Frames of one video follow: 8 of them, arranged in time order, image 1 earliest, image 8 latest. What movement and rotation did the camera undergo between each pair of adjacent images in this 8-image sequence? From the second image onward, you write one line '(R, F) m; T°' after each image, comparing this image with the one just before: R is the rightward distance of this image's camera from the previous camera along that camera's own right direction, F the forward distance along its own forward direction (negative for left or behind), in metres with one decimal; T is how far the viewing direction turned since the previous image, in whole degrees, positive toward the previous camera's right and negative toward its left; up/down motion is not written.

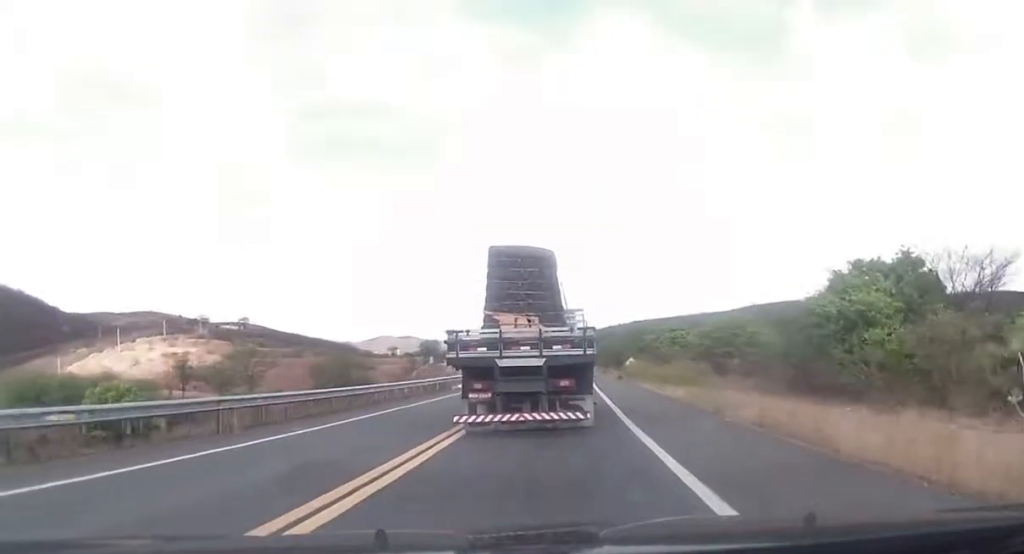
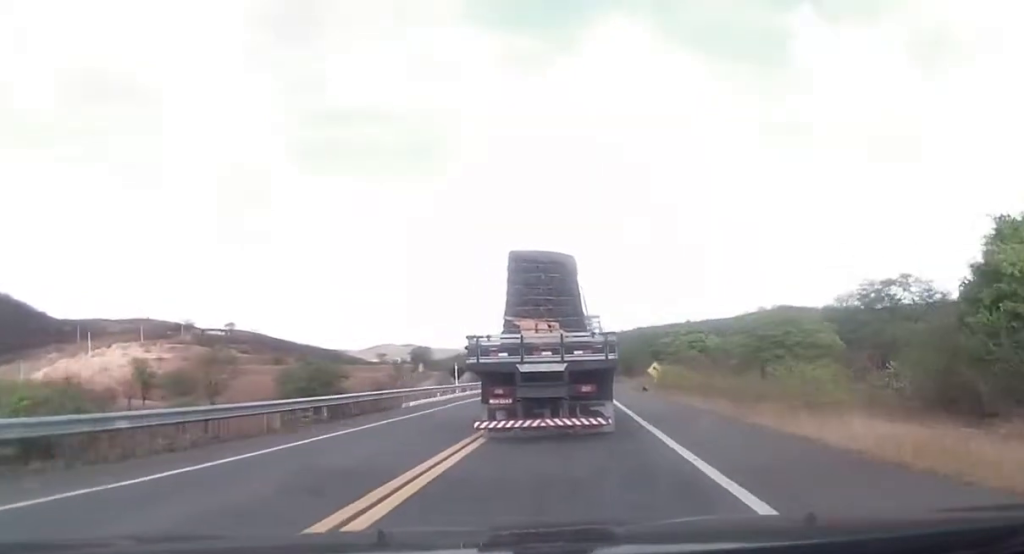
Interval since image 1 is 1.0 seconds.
(0.0, +17.3) m; +1°
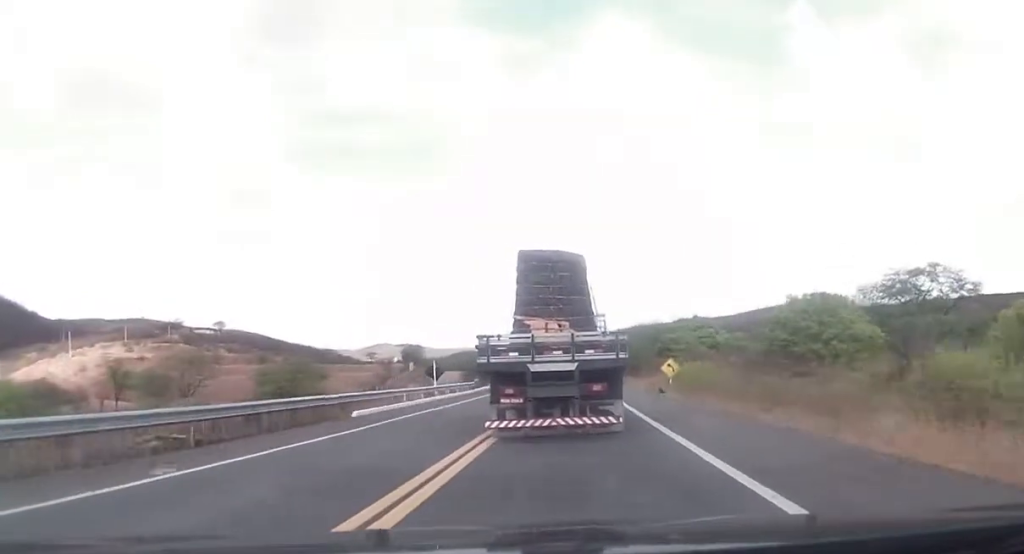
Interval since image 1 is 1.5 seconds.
(-0.2, +9.0) m; 0°
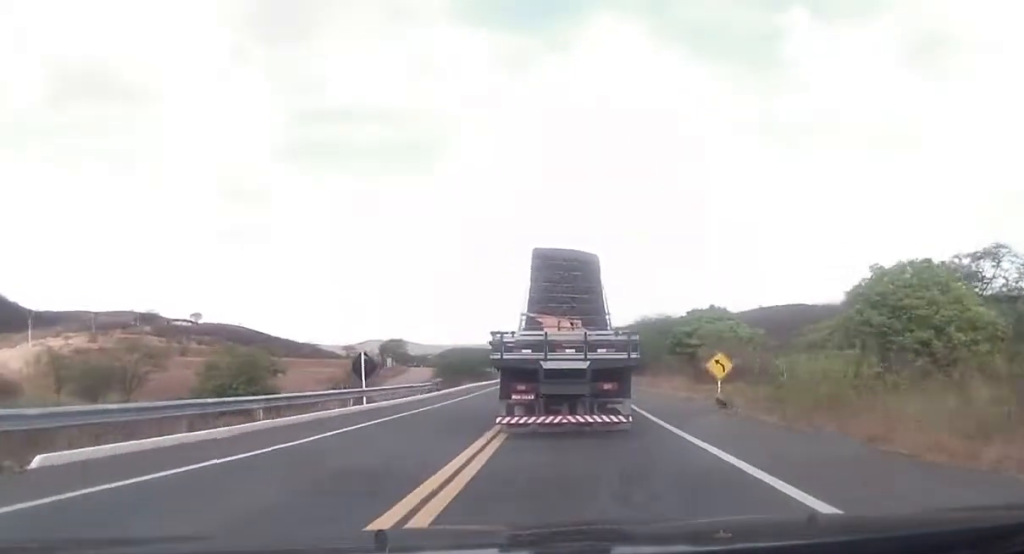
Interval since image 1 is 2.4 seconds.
(+0.5, +16.8) m; 0°
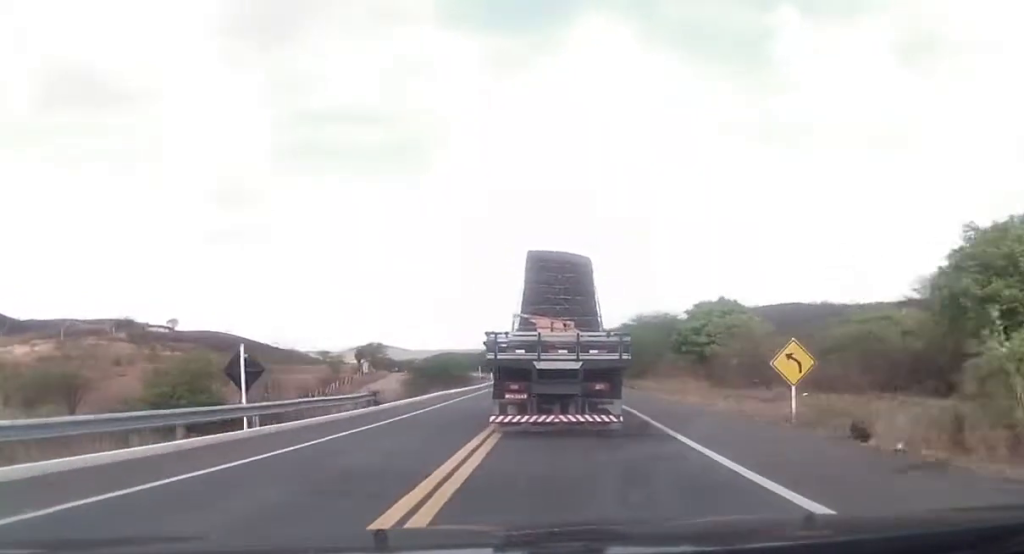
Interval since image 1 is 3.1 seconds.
(-0.4, +11.9) m; 0°
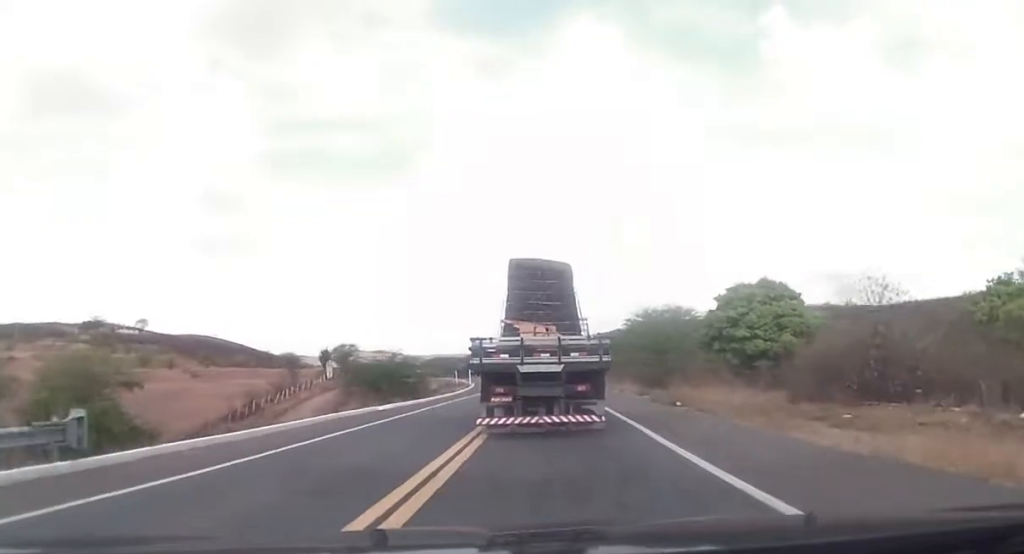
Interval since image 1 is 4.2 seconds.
(+0.3, +20.1) m; +1°
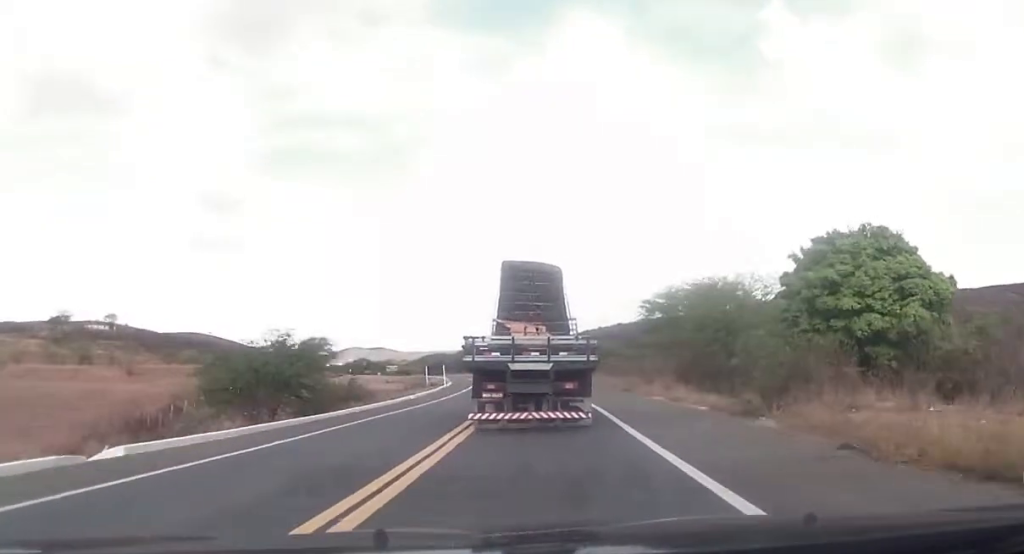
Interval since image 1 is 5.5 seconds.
(0.0, +22.3) m; 0°
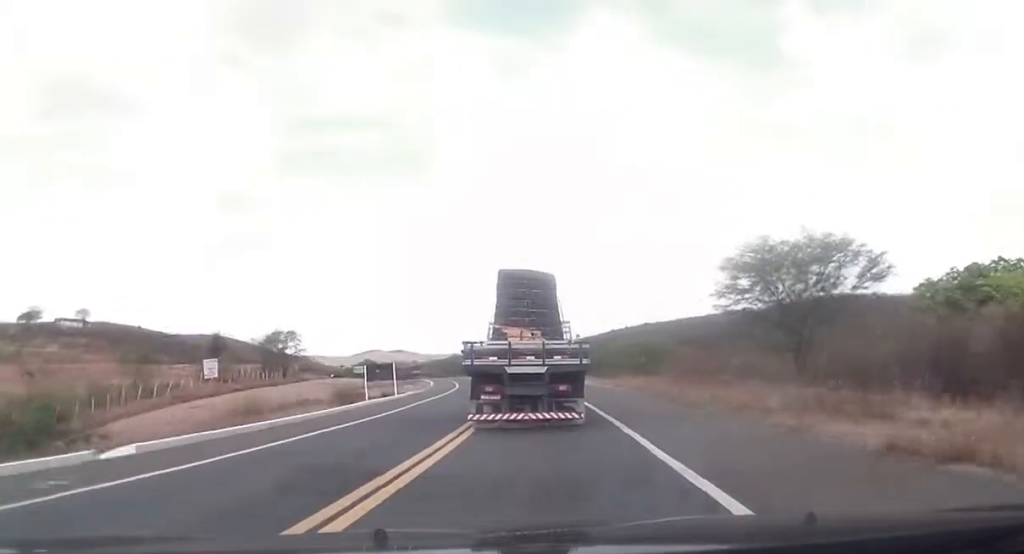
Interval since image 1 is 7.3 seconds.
(0.0, +31.7) m; 0°
